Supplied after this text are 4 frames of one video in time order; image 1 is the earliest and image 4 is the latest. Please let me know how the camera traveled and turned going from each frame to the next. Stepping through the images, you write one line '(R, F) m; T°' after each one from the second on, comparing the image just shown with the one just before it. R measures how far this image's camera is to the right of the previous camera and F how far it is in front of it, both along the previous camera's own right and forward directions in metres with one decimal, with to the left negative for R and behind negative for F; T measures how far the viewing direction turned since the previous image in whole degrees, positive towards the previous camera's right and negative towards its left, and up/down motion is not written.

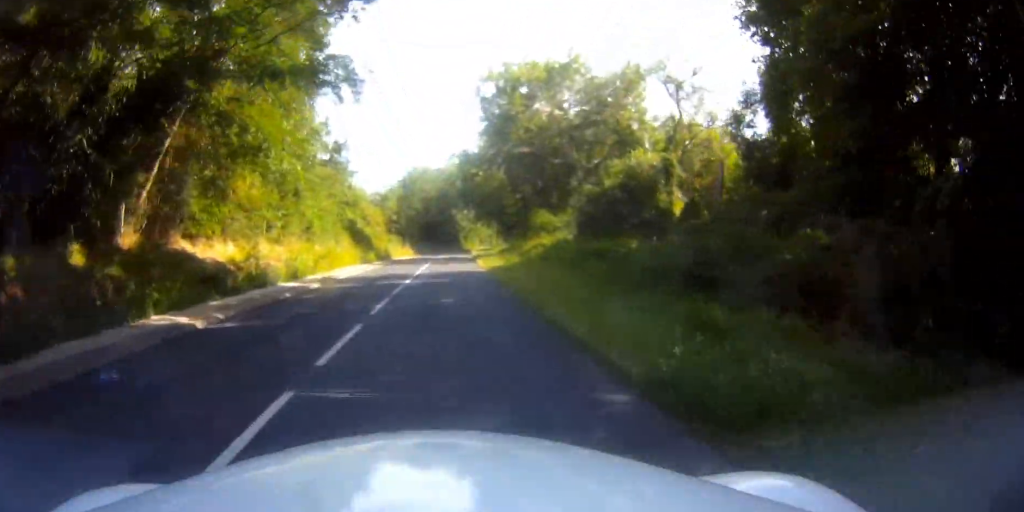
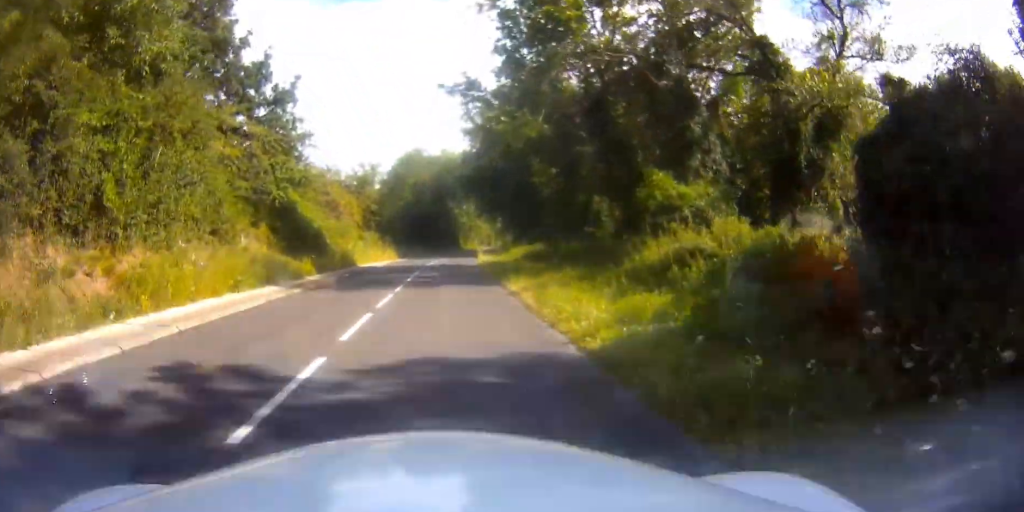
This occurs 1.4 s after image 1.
(+0.3, +19.9) m; +1°
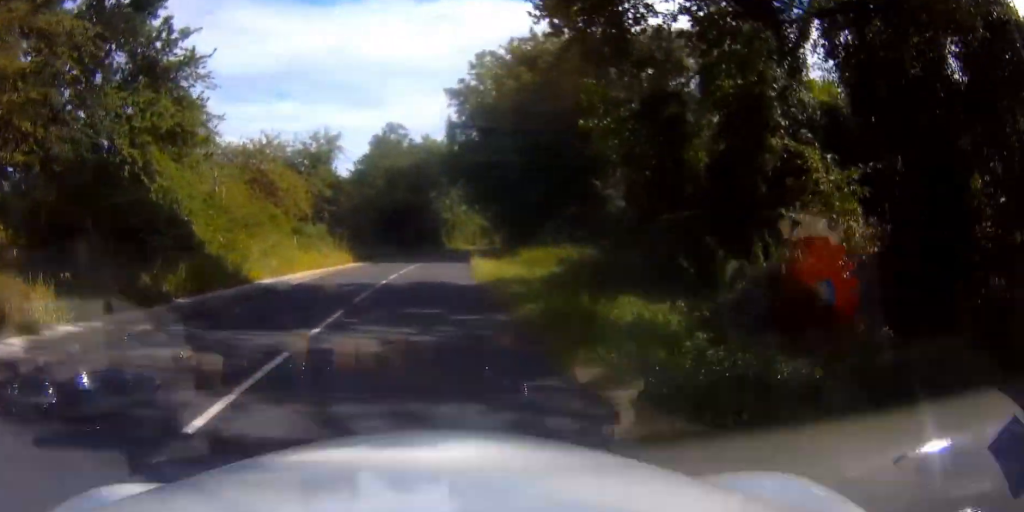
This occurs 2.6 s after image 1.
(-0.1, +17.0) m; 0°
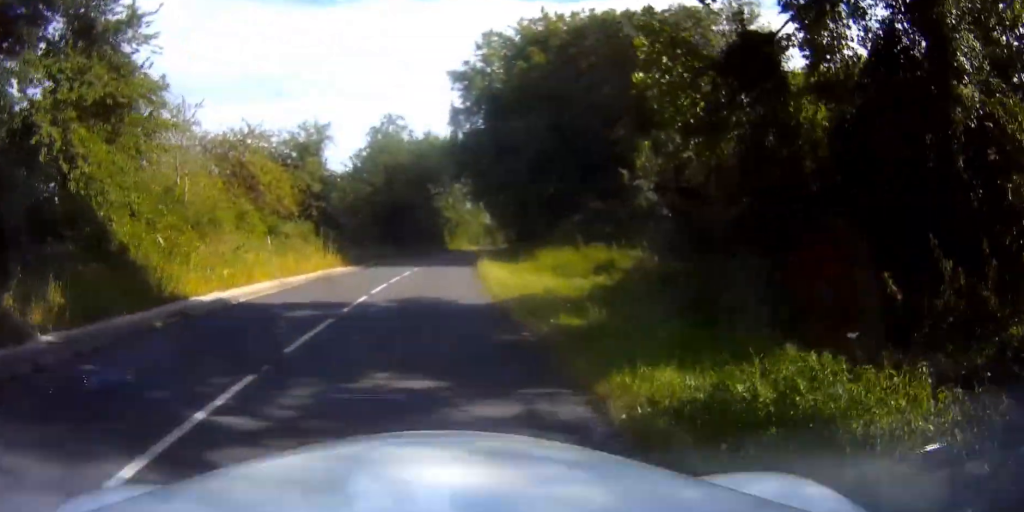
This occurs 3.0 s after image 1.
(0.0, +5.4) m; 0°
